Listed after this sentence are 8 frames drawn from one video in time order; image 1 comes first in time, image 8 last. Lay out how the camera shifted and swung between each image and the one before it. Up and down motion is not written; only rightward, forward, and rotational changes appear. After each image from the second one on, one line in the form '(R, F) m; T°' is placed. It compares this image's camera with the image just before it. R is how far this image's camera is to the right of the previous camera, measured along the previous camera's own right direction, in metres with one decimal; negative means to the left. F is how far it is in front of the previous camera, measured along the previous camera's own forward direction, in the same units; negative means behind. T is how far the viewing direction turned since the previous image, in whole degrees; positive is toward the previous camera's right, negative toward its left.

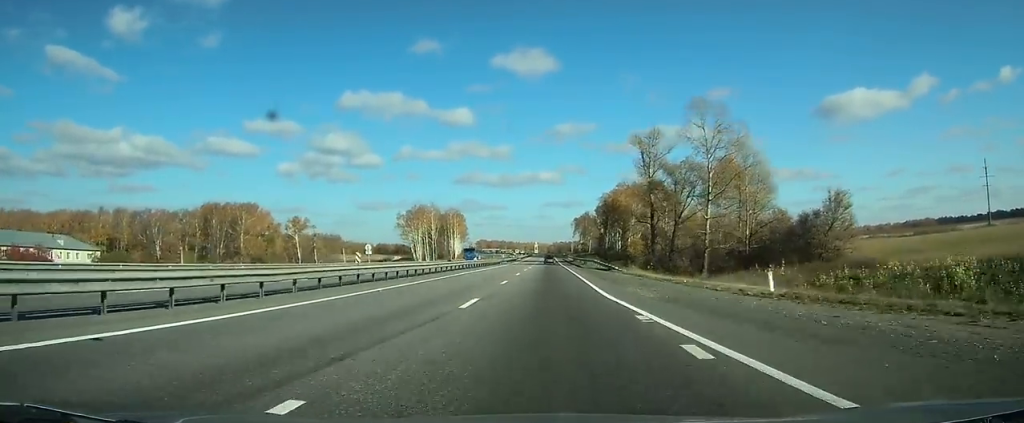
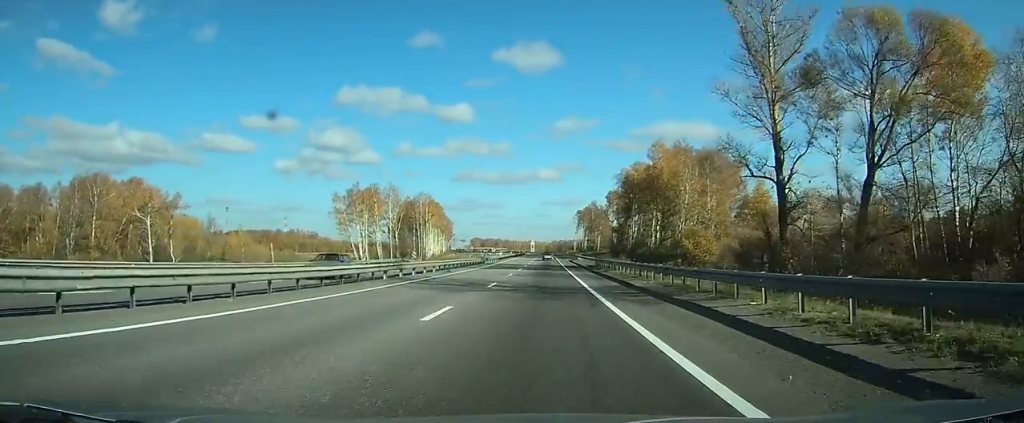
(+0.1, +62.8) m; 0°
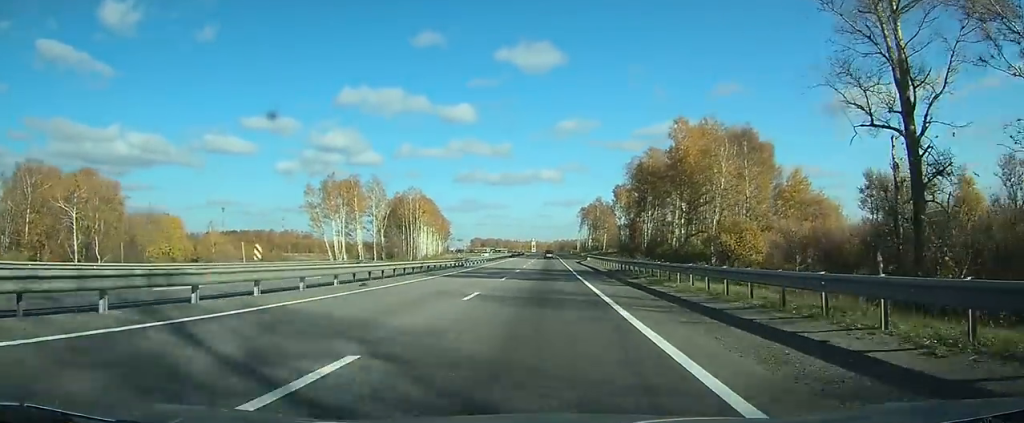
(0.0, +19.5) m; 0°
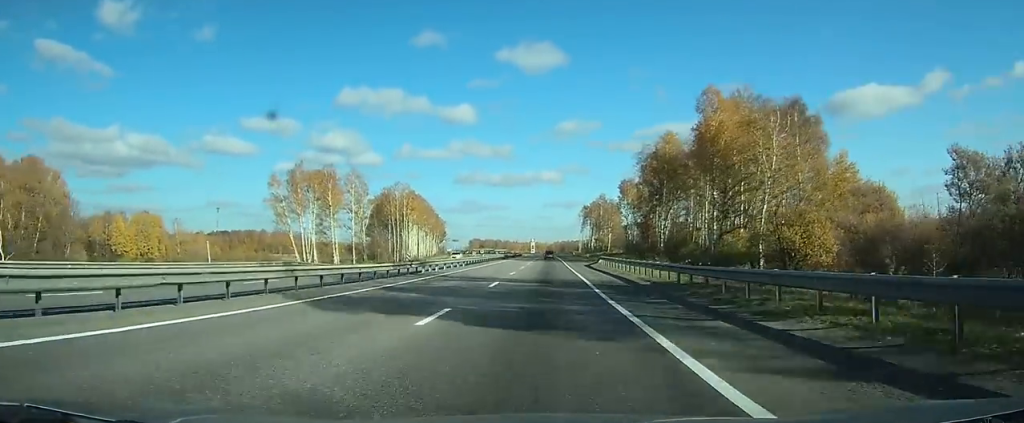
(+0.1, +18.1) m; 0°
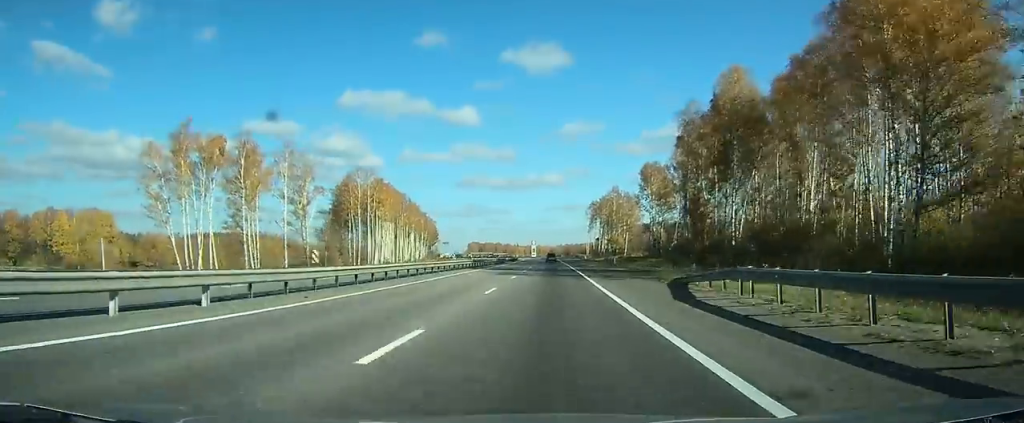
(-0.3, +39.5) m; 0°
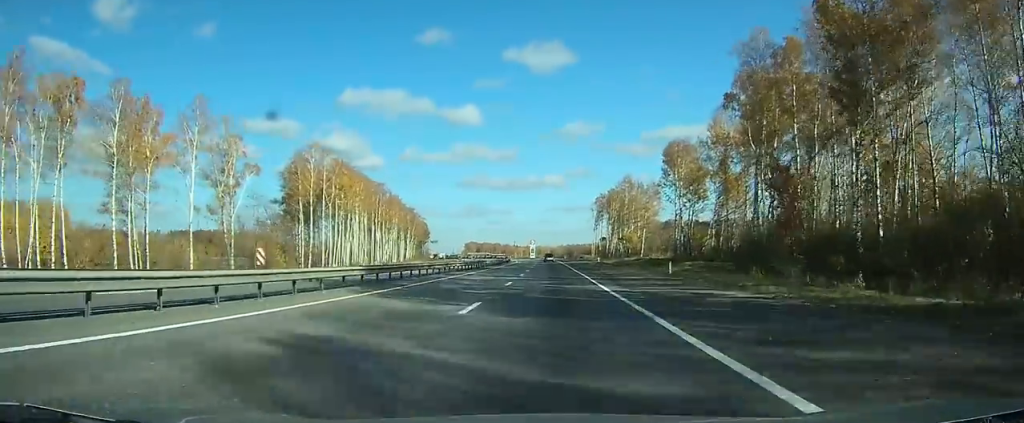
(0.0, +29.1) m; 0°
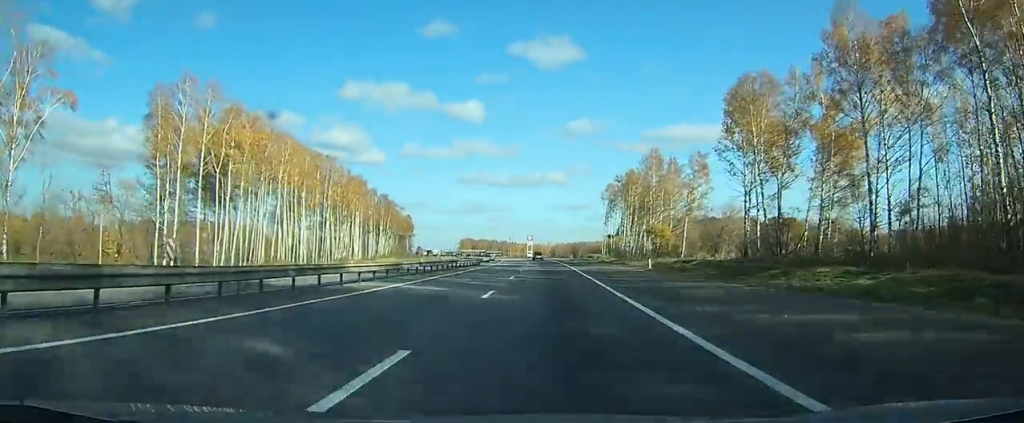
(-0.1, +41.9) m; -1°
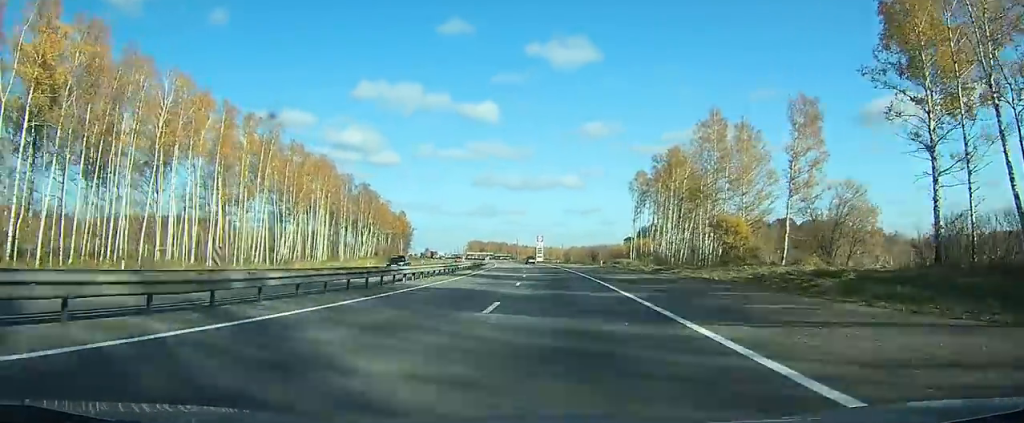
(-0.3, +40.0) m; -1°
